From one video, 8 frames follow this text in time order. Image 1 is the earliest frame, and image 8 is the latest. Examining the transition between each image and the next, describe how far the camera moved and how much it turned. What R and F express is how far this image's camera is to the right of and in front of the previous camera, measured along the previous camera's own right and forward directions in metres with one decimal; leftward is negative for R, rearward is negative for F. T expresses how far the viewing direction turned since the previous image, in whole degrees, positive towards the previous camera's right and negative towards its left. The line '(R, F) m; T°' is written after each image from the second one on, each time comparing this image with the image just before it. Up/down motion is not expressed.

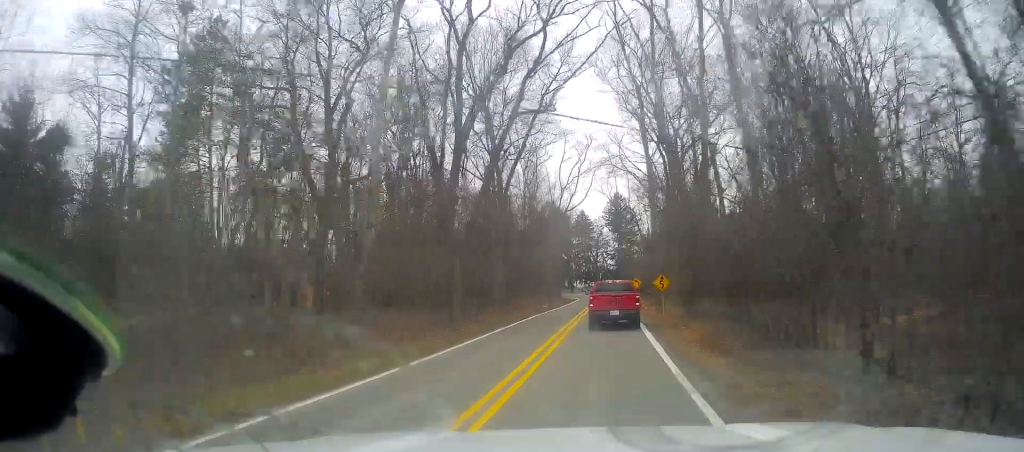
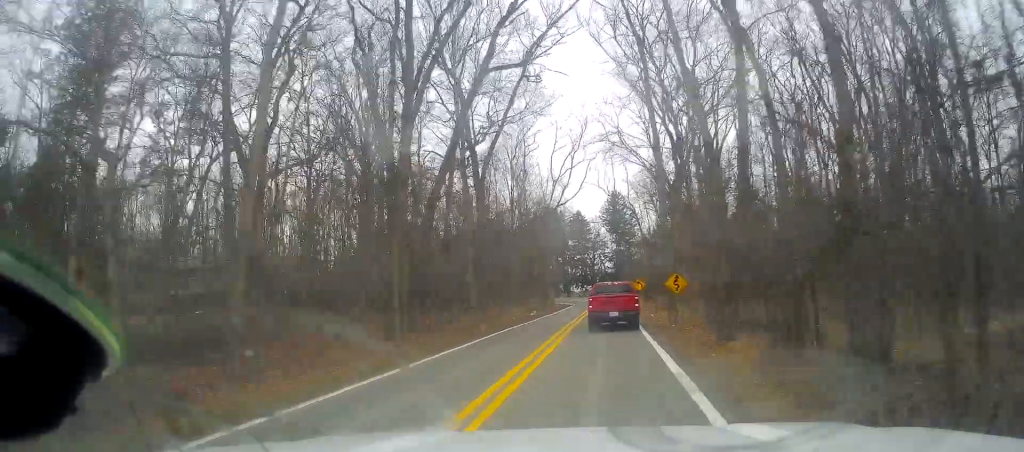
(0.0, +8.4) m; +1°
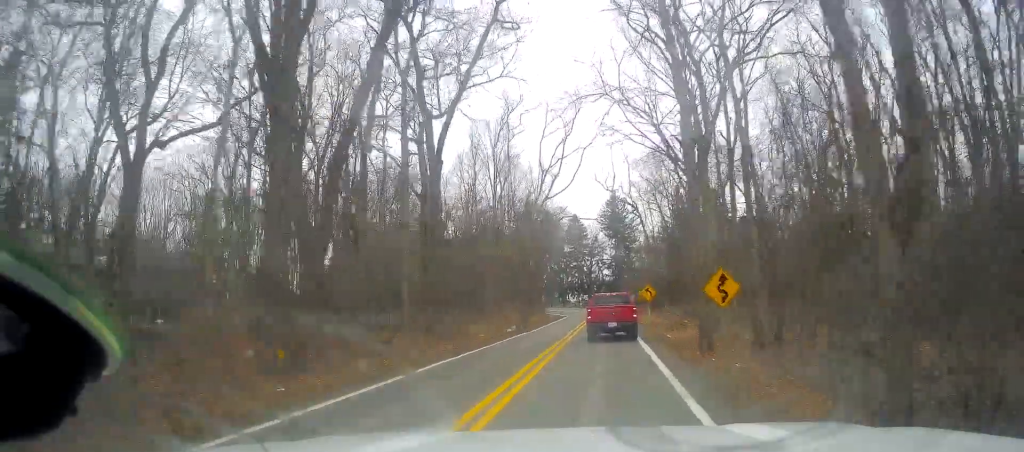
(+0.3, +11.0) m; +3°
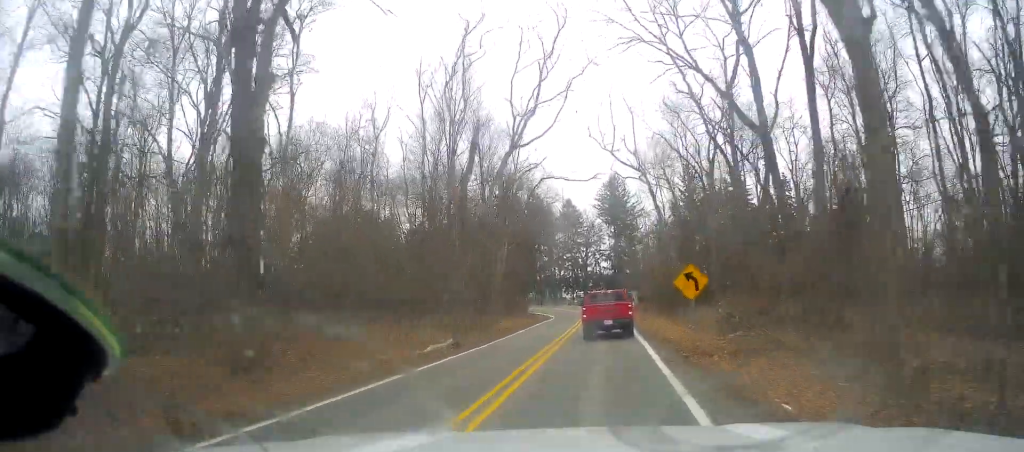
(+0.4, +18.3) m; -1°
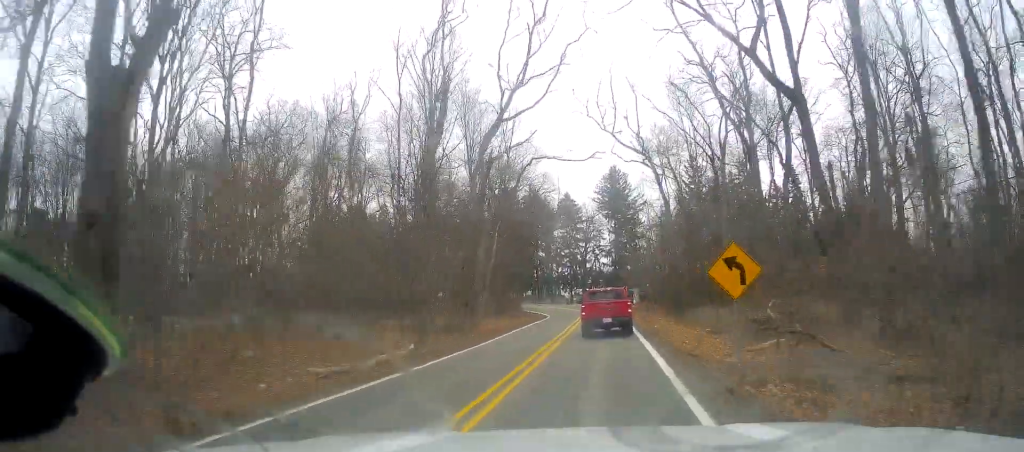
(0.0, +5.5) m; -1°
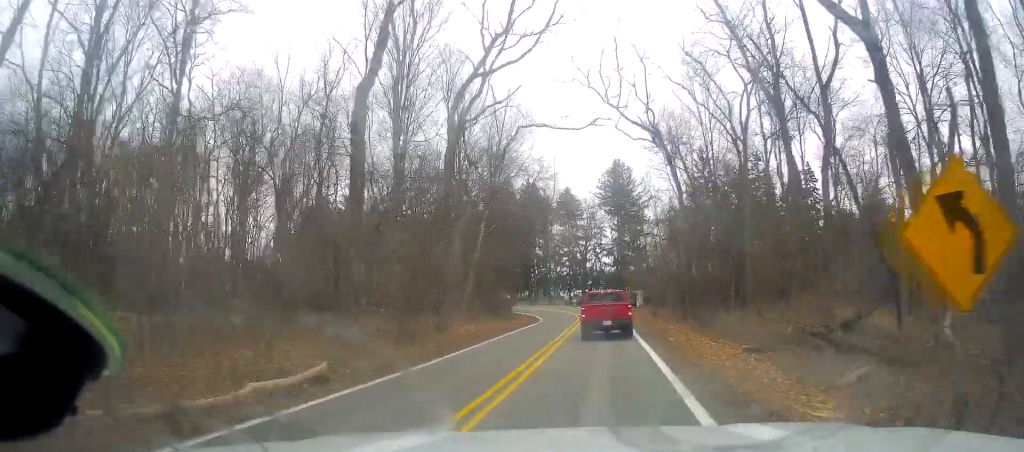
(-0.5, +7.1) m; 0°
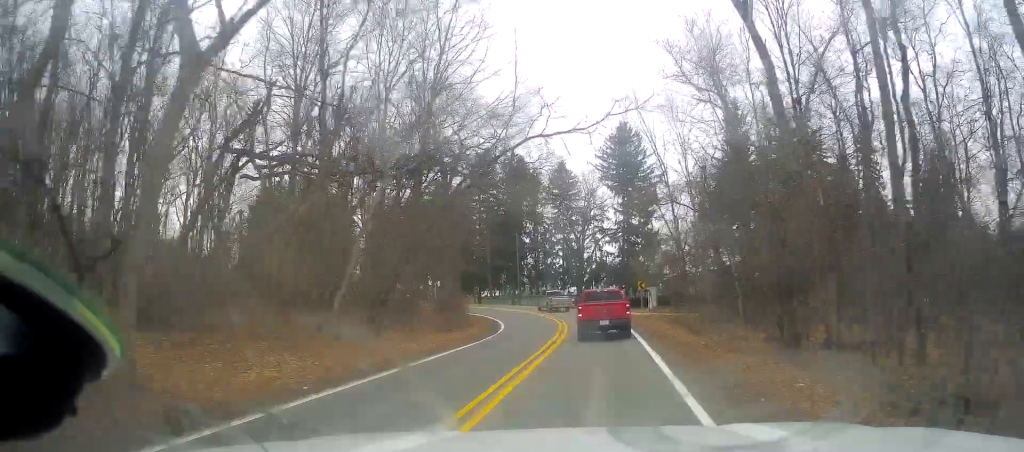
(+0.1, +21.6) m; -1°
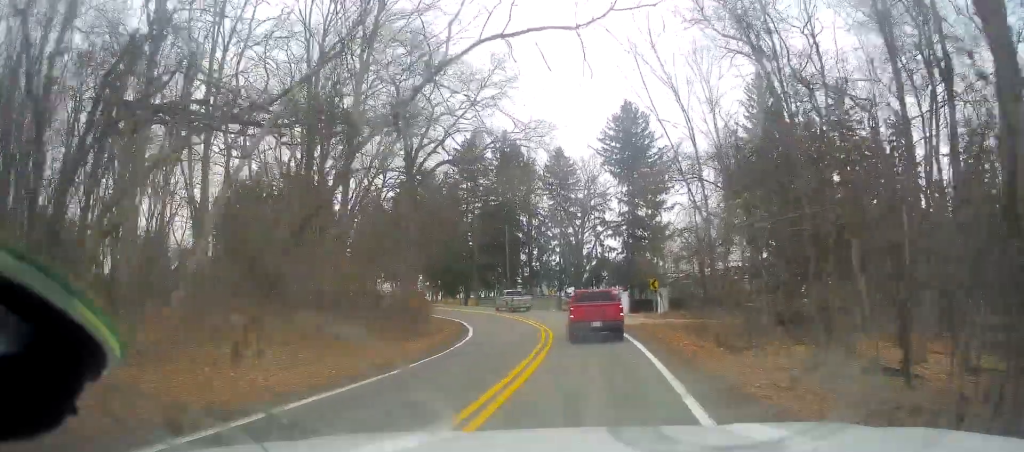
(-0.2, +9.6) m; -1°
